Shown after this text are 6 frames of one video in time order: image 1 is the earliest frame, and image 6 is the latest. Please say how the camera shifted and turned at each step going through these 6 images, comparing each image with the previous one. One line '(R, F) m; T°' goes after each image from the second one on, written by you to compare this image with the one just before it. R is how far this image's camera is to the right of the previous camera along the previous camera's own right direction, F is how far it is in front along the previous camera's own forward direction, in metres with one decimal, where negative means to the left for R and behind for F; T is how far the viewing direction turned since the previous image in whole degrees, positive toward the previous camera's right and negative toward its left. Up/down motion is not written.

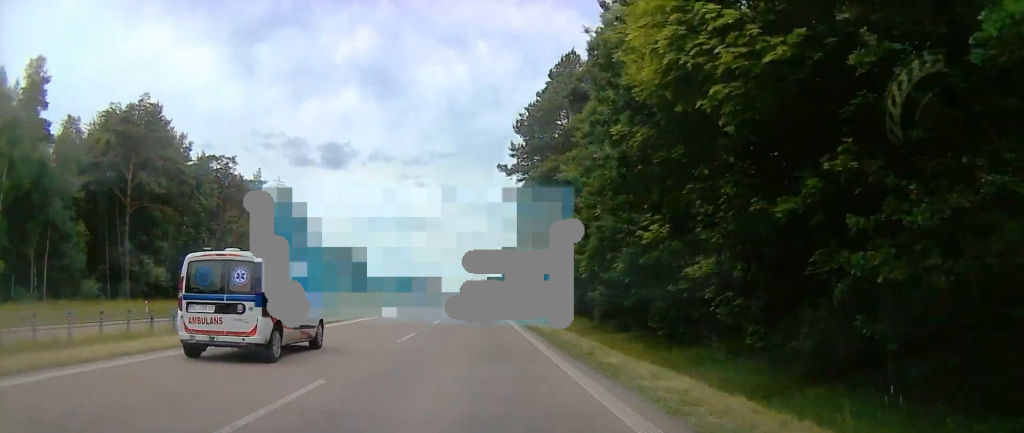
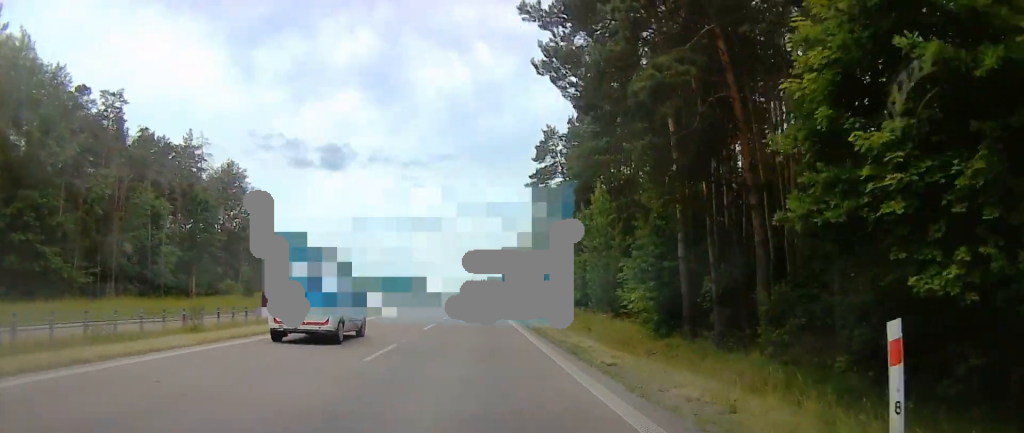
(+0.1, +25.7) m; +2°
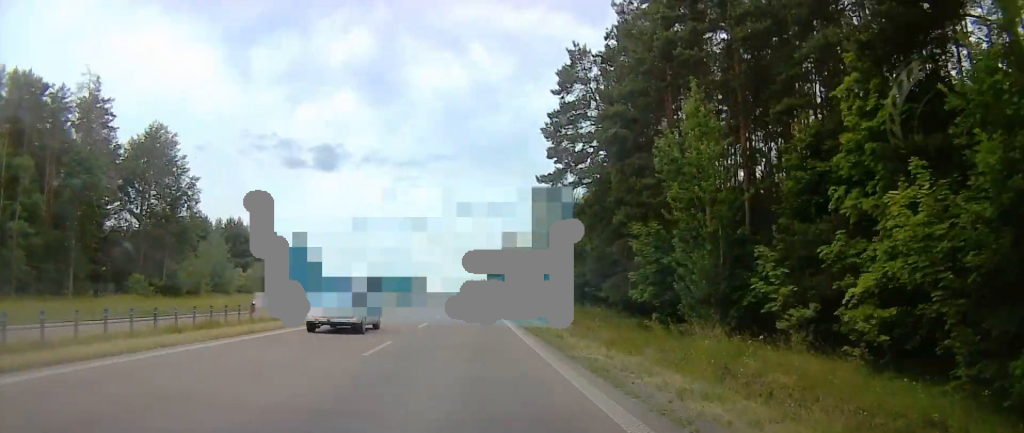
(+0.5, +20.5) m; +2°
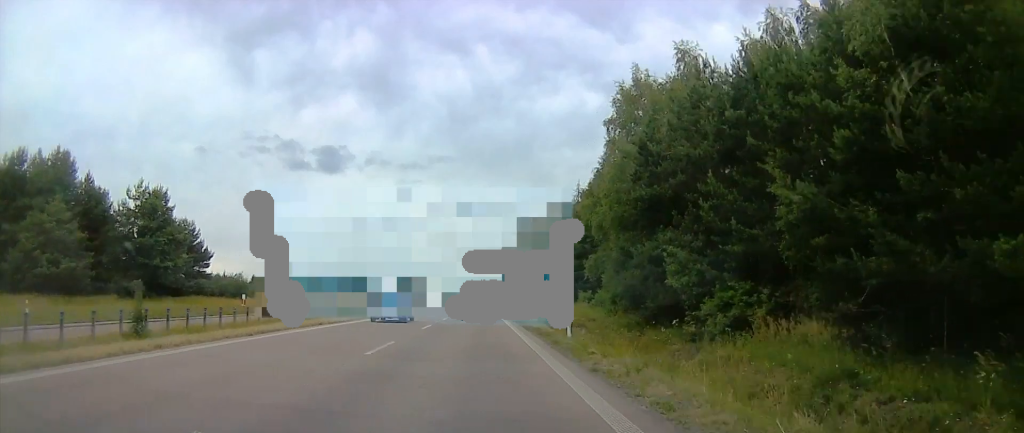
(-2.4, +57.8) m; -3°
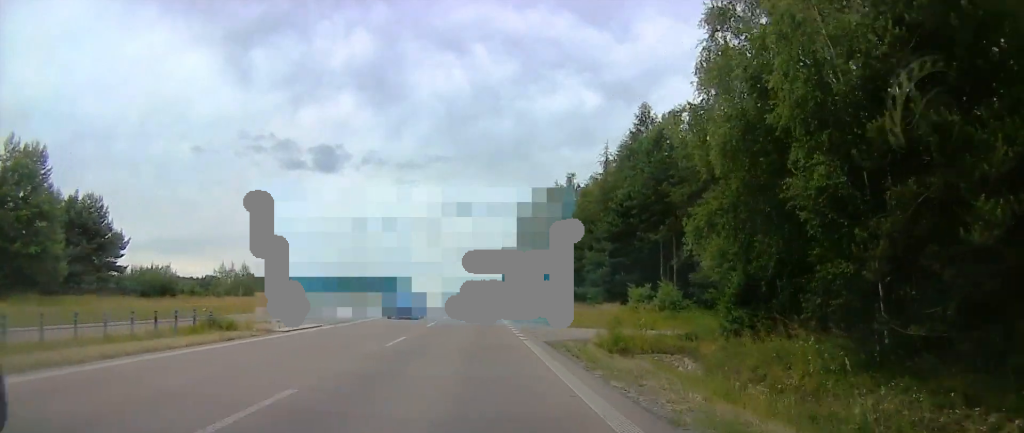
(+0.8, +21.6) m; +2°
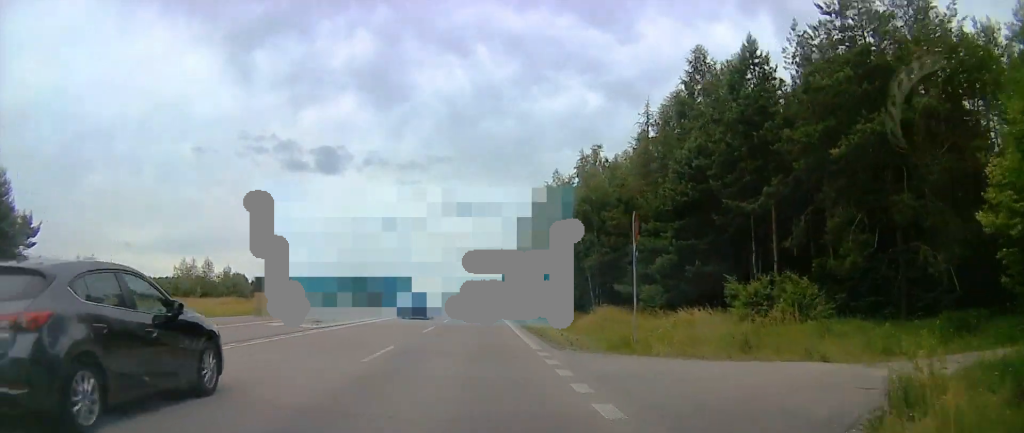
(0.0, +16.4) m; 0°
